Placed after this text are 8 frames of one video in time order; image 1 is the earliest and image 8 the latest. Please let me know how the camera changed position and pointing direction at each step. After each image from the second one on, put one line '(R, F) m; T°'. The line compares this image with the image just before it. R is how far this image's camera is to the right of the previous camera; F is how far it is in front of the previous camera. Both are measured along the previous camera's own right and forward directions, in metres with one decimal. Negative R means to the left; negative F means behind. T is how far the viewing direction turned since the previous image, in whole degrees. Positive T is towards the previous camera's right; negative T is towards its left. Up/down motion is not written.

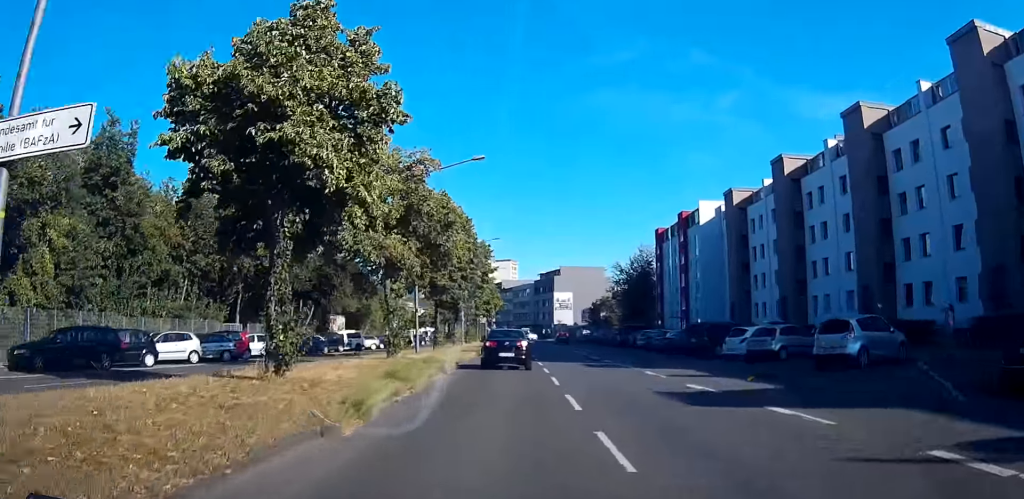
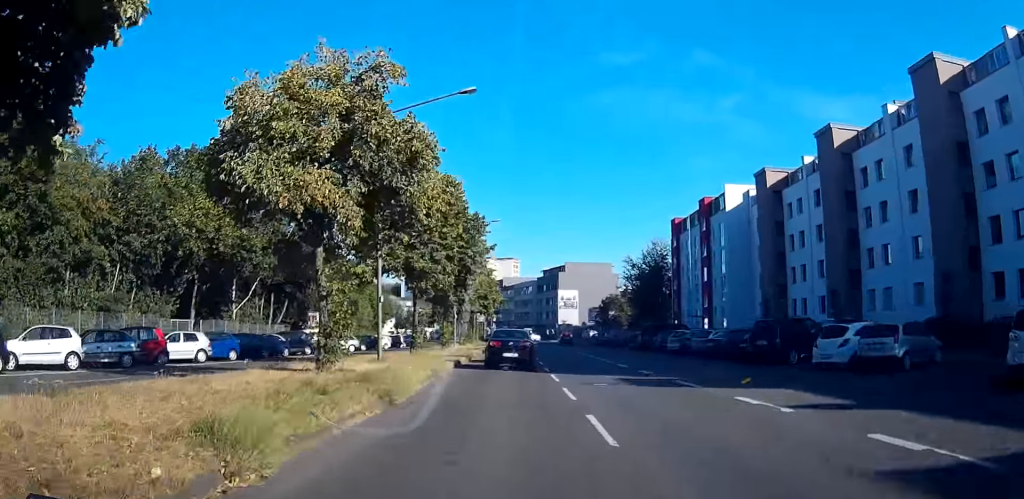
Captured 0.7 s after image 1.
(0.0, +10.4) m; 0°
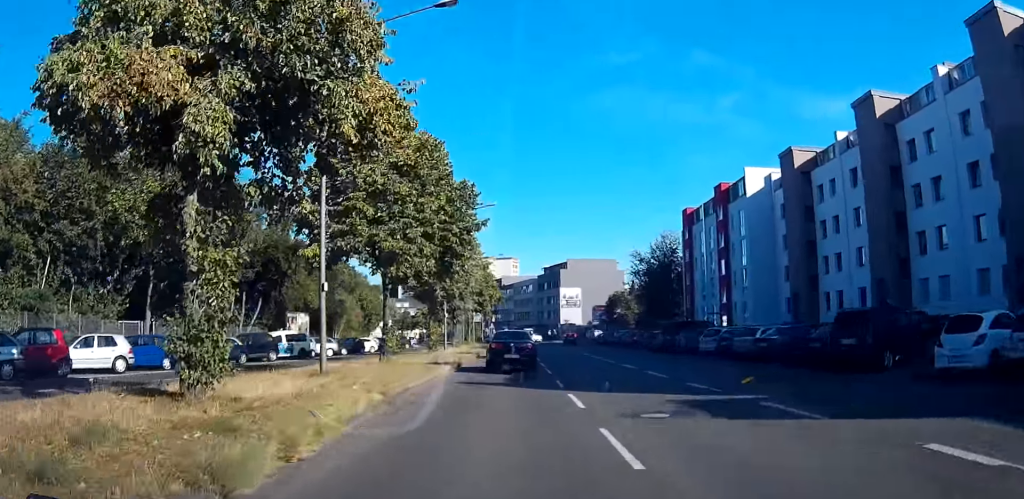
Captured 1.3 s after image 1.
(-0.1, +7.6) m; 0°
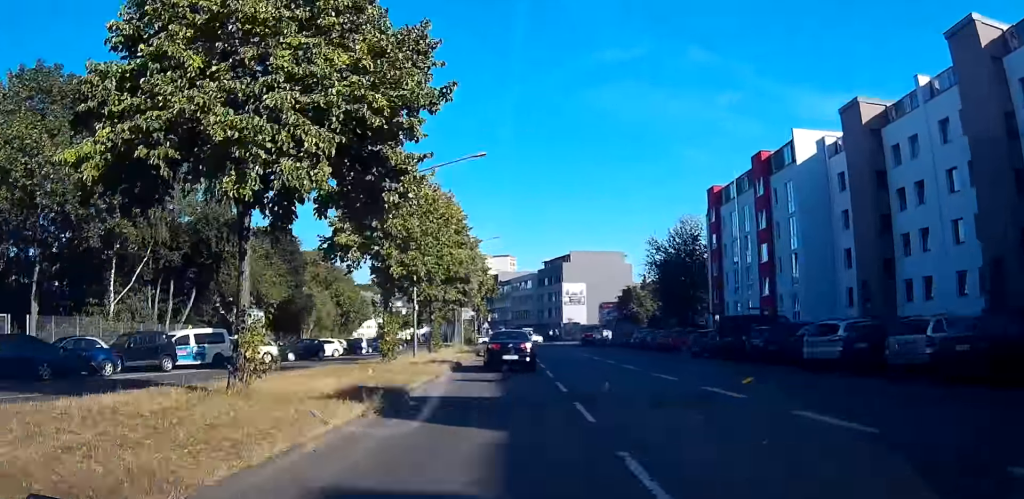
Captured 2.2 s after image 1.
(0.0, +13.7) m; 0°
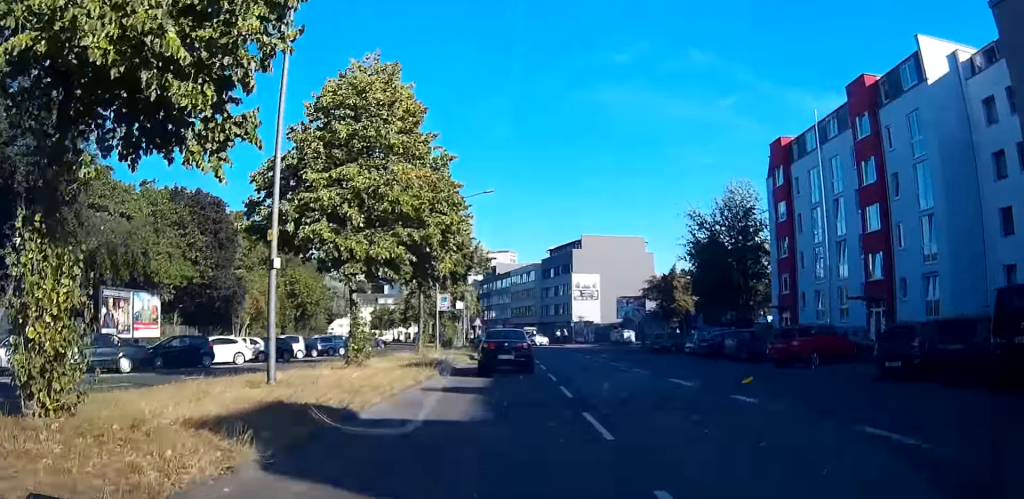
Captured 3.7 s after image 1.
(0.0, +20.0) m; 0°
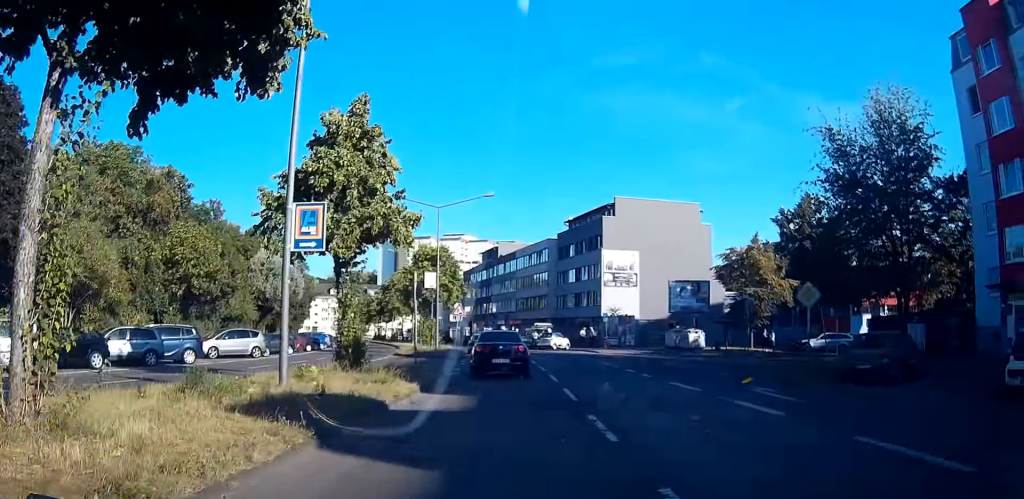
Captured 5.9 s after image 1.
(-0.1, +27.4) m; -1°
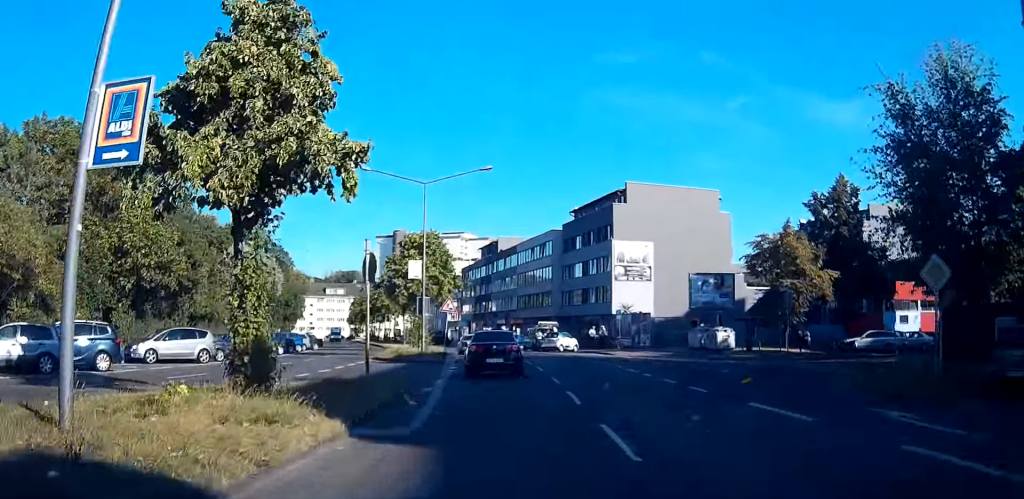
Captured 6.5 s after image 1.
(0.0, +7.1) m; -1°
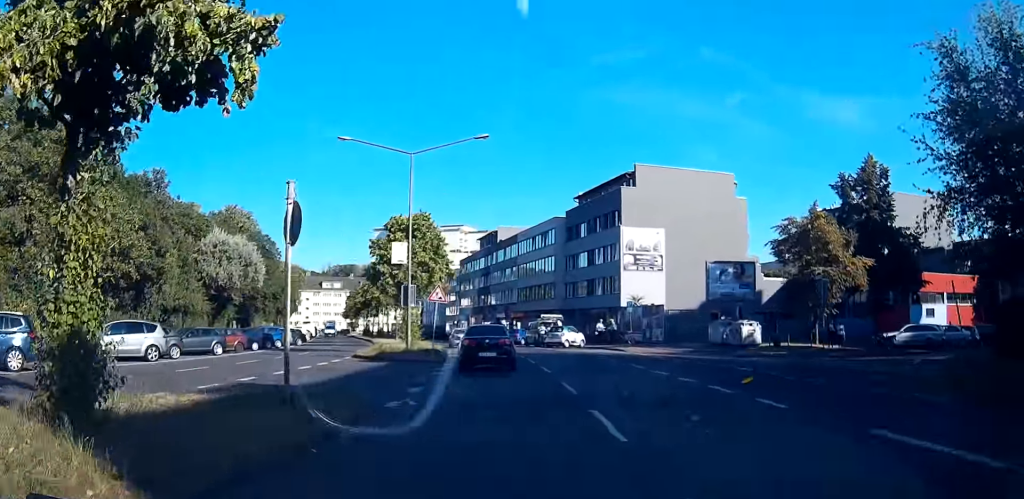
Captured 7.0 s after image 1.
(-0.1, +5.1) m; -1°
